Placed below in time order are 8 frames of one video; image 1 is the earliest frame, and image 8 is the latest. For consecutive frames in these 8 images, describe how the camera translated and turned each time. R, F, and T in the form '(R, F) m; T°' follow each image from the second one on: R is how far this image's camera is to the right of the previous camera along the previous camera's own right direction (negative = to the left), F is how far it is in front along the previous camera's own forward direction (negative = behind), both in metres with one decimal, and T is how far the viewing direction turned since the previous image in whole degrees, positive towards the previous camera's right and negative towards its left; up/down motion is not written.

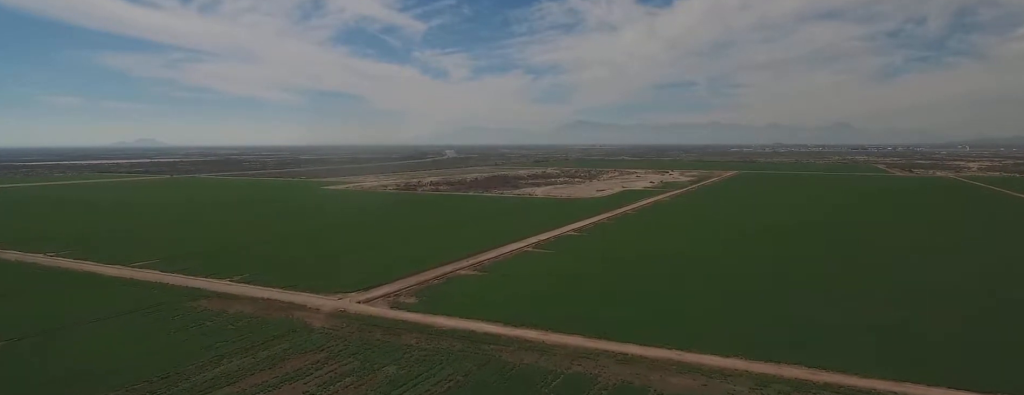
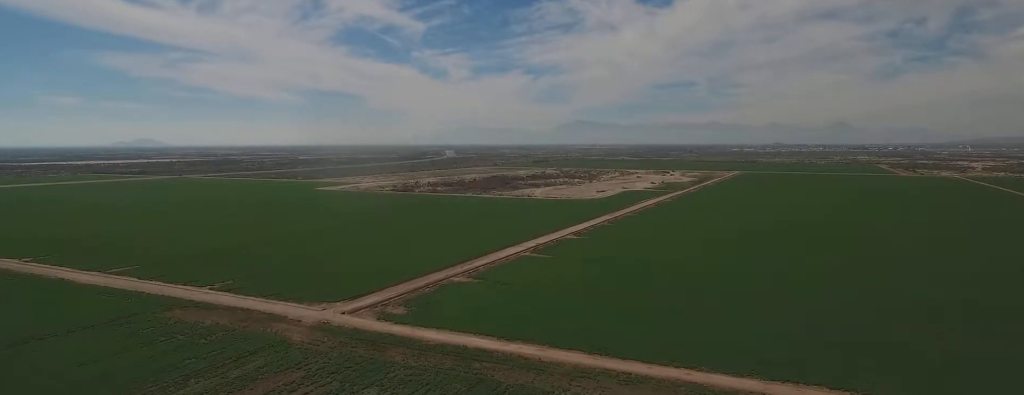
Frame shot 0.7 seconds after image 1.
(0.0, +10.9) m; 0°
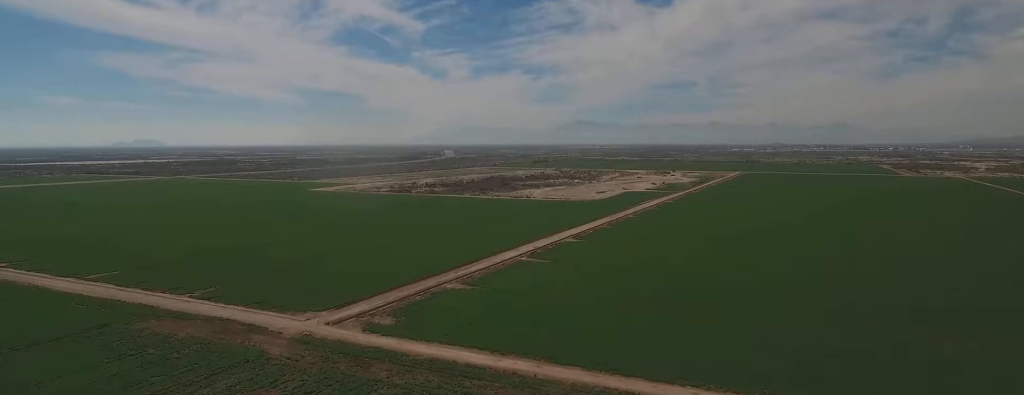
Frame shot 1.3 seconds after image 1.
(0.0, +9.4) m; 0°
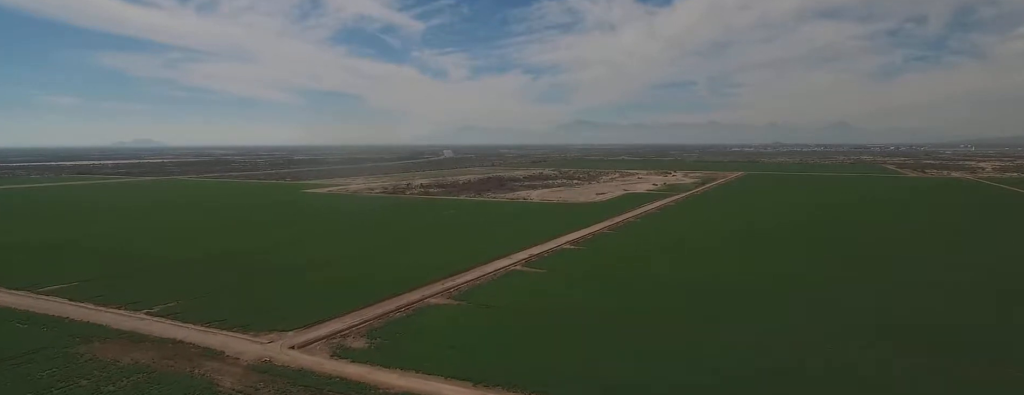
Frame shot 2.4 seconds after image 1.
(-0.1, +17.3) m; -1°
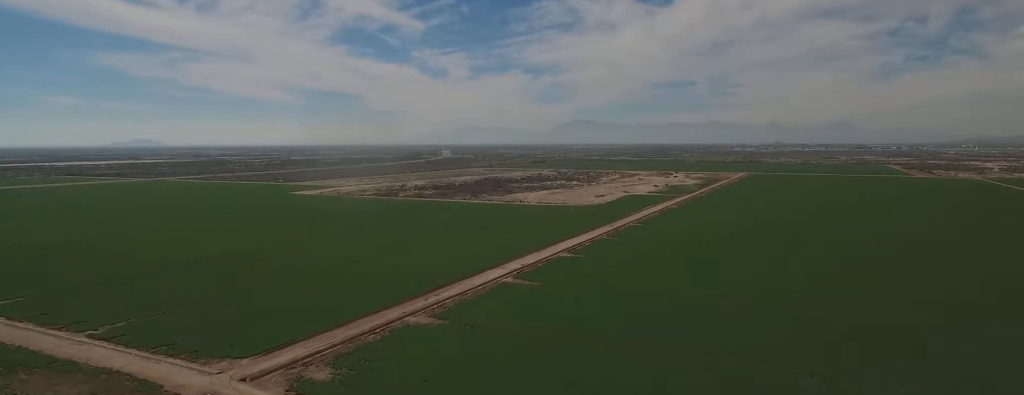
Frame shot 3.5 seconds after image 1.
(-0.1, +18.0) m; 0°
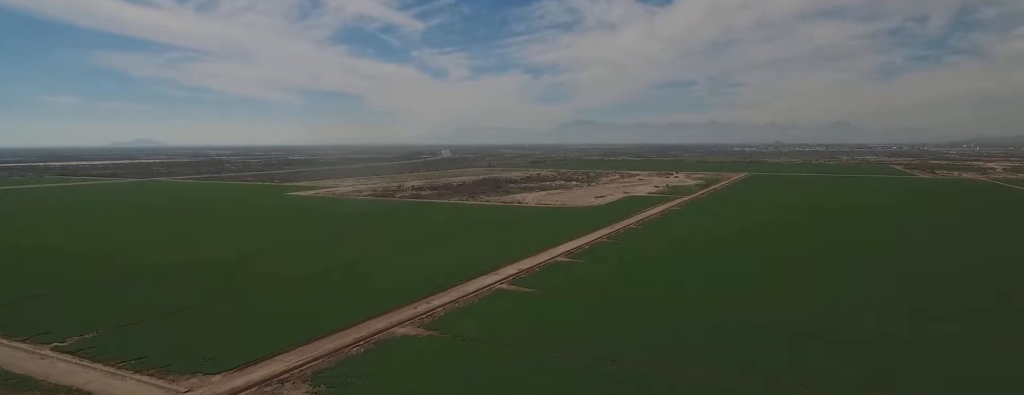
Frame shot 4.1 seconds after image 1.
(0.0, +8.9) m; 0°
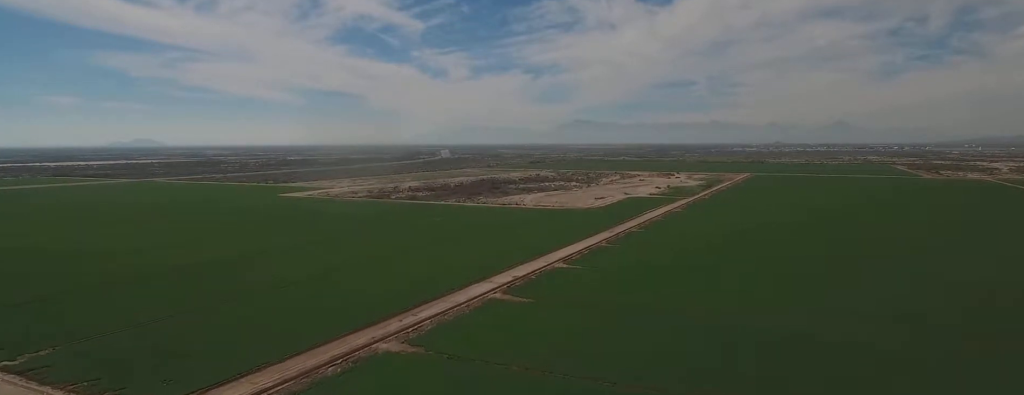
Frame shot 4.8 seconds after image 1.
(0.0, +11.6) m; 0°
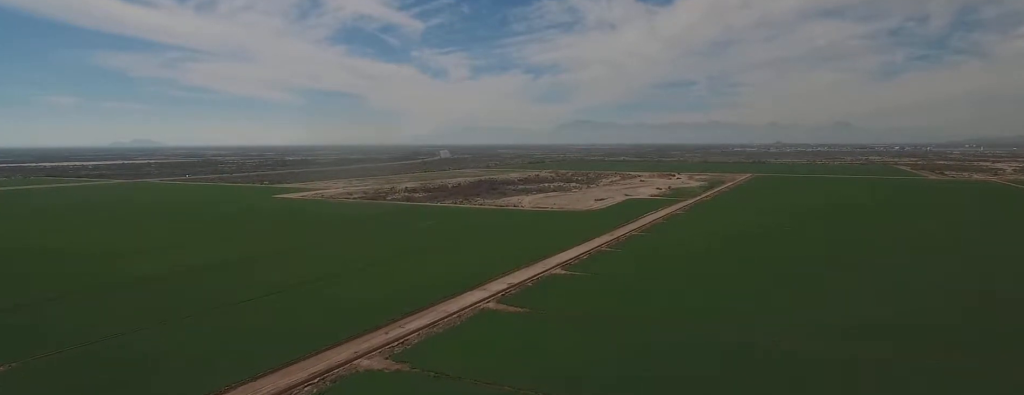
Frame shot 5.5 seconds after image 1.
(0.0, +10.0) m; 0°
